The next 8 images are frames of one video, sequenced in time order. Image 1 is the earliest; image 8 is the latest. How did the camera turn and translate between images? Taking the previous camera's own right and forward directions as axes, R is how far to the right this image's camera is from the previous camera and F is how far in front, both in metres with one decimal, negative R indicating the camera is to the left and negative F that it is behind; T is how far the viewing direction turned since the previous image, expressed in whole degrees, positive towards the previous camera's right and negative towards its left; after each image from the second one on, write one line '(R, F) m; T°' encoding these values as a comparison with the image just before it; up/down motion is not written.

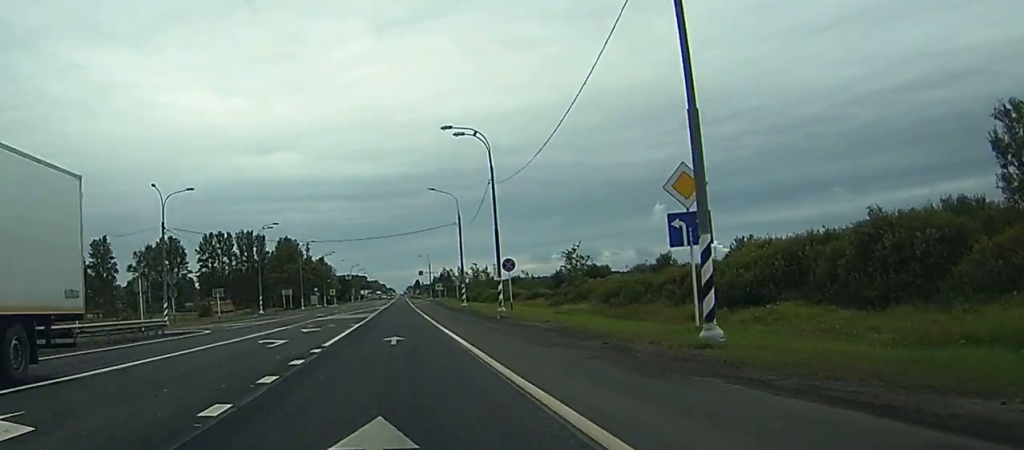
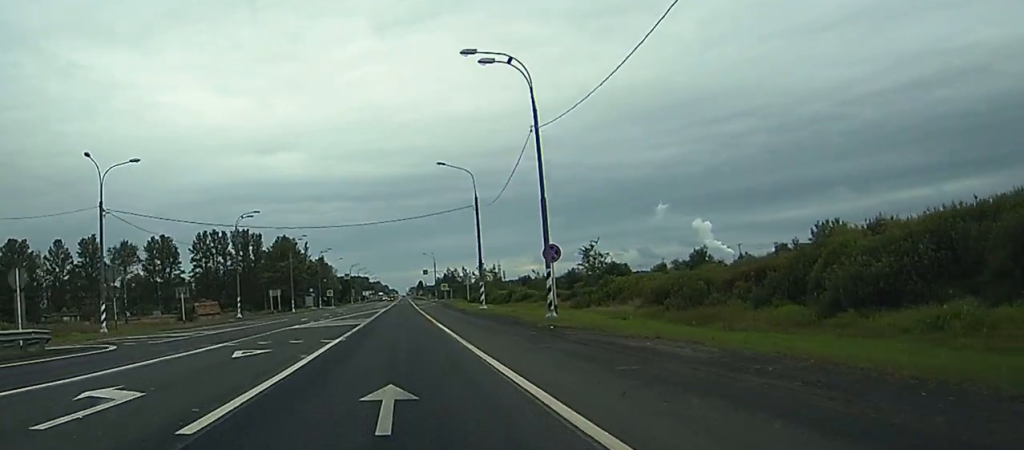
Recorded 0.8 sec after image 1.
(0.0, +16.3) m; 0°
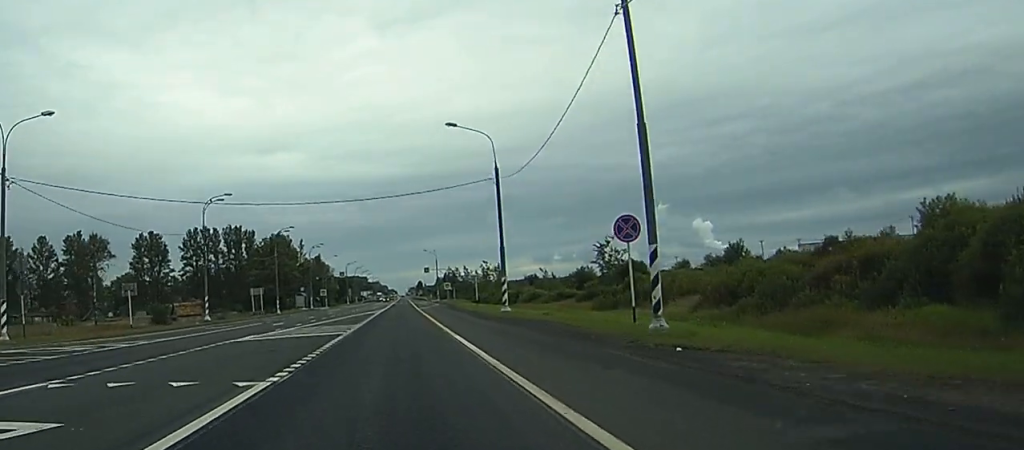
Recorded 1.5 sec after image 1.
(-0.1, +14.9) m; 0°
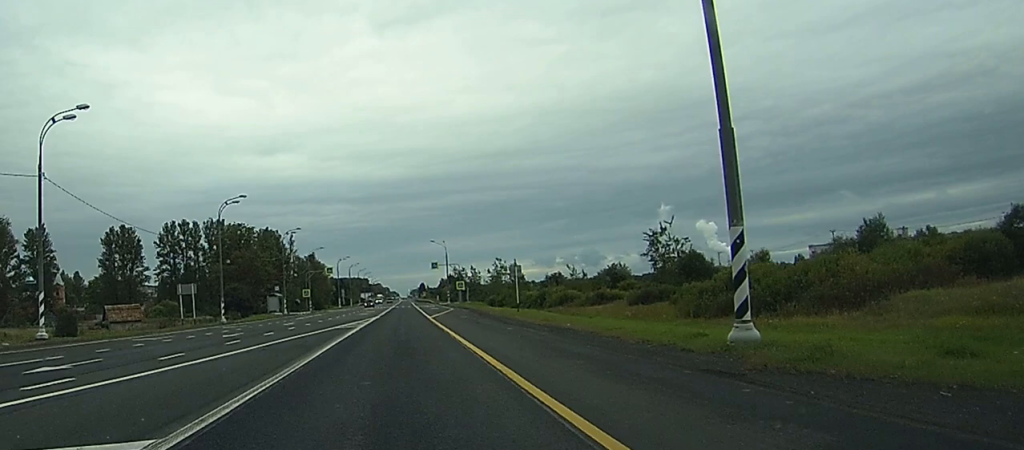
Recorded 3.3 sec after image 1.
(-0.3, +35.9) m; 0°
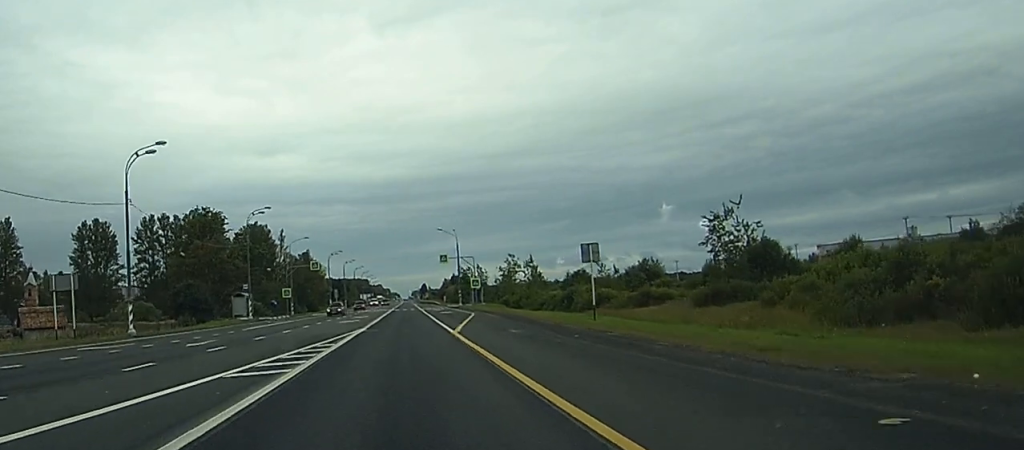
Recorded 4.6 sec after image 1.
(+0.1, +27.2) m; 0°
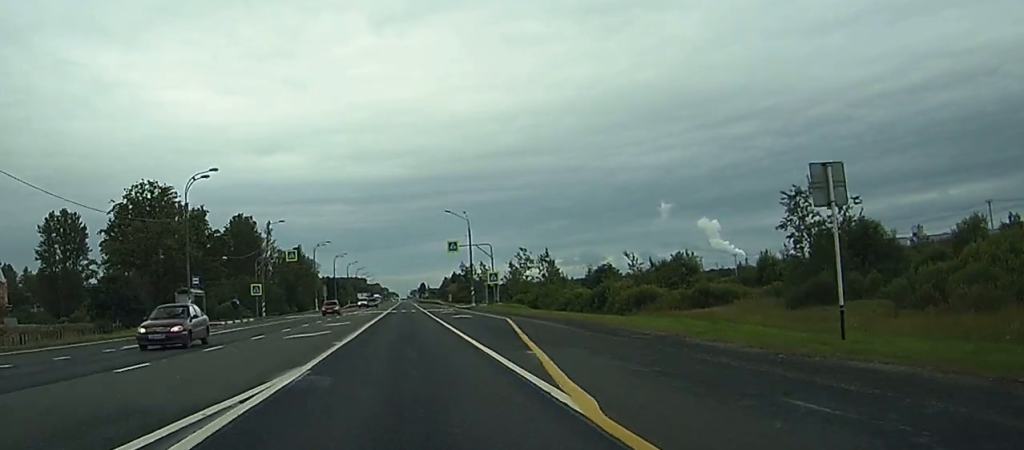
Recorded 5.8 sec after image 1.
(-0.1, +24.7) m; 0°
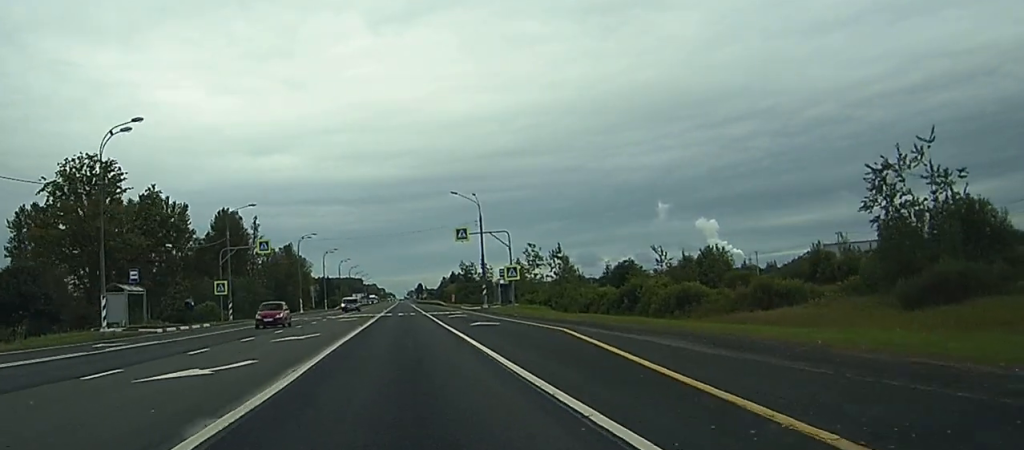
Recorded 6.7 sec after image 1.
(0.0, +17.9) m; -1°
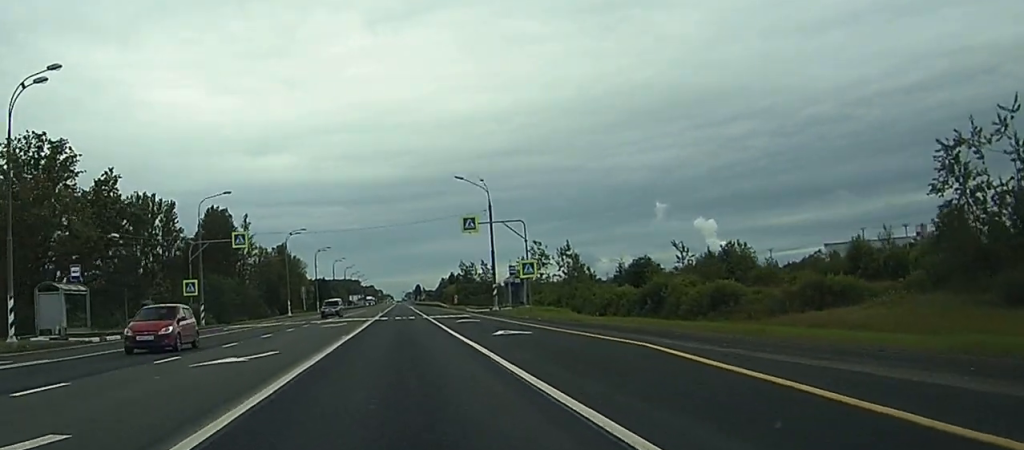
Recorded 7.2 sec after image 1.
(+0.1, +11.0) m; 0°
